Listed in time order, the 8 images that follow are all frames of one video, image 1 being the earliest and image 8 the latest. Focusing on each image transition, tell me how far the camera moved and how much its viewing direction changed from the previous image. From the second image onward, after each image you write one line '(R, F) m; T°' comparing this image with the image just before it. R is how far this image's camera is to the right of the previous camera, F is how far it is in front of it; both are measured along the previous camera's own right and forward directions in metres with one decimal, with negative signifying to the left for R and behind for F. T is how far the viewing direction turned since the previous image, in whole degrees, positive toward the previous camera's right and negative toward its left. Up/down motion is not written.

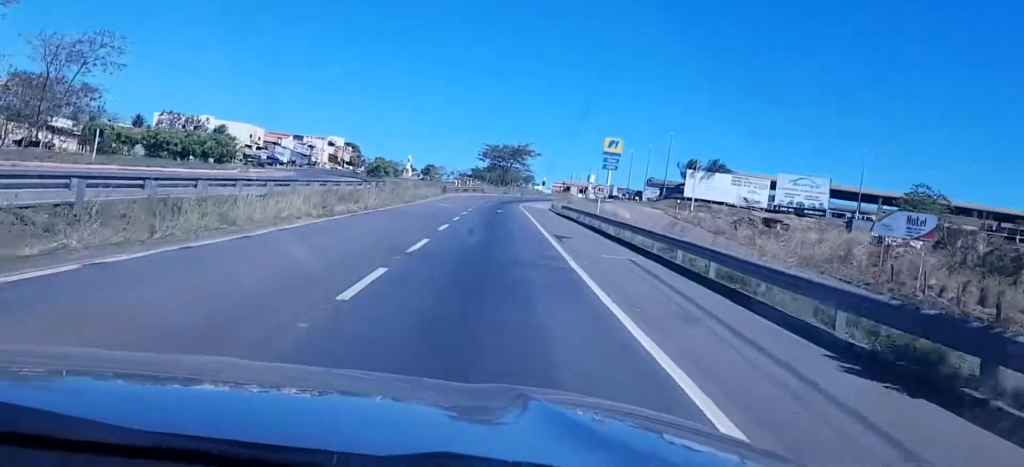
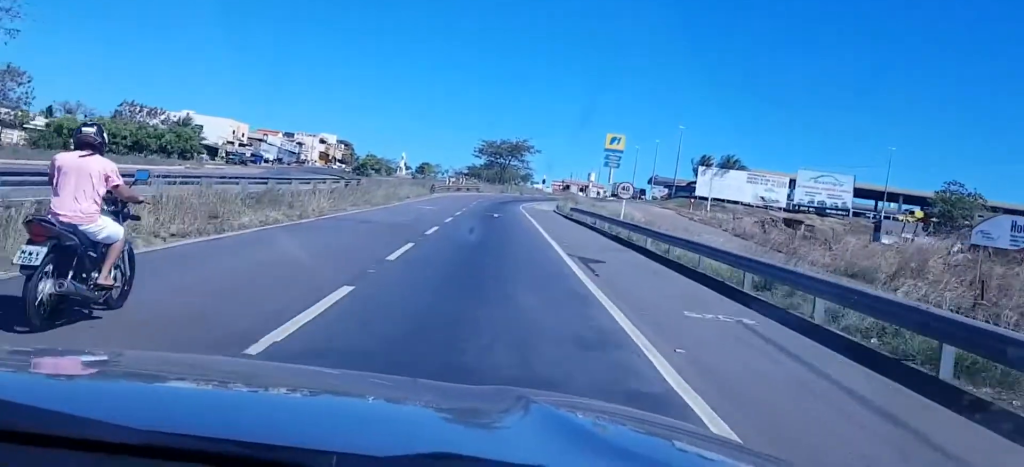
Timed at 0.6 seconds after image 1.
(0.0, +11.3) m; 0°
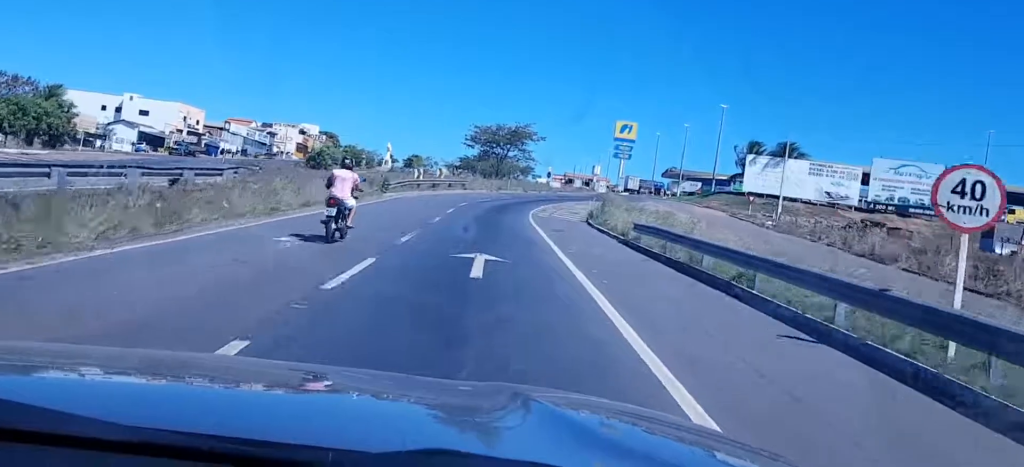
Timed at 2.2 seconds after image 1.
(+0.2, +28.8) m; -1°
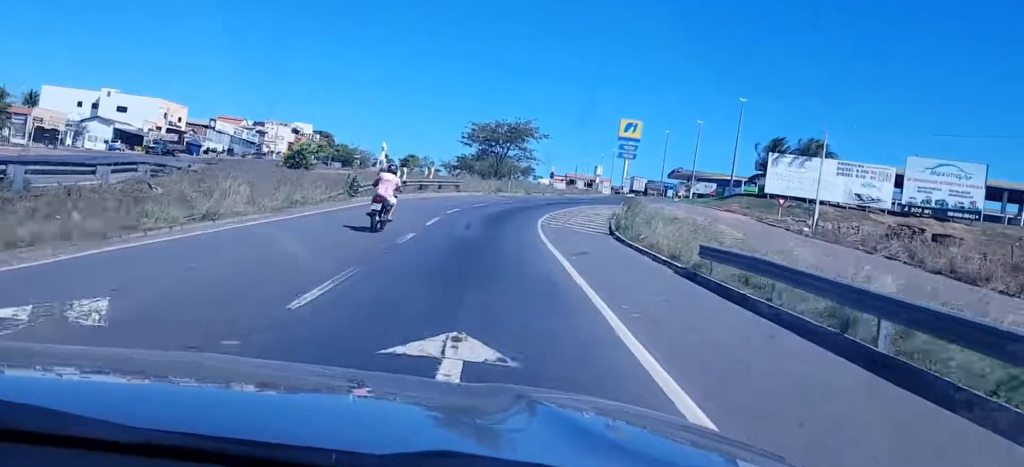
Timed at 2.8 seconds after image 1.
(0.0, +9.6) m; -1°
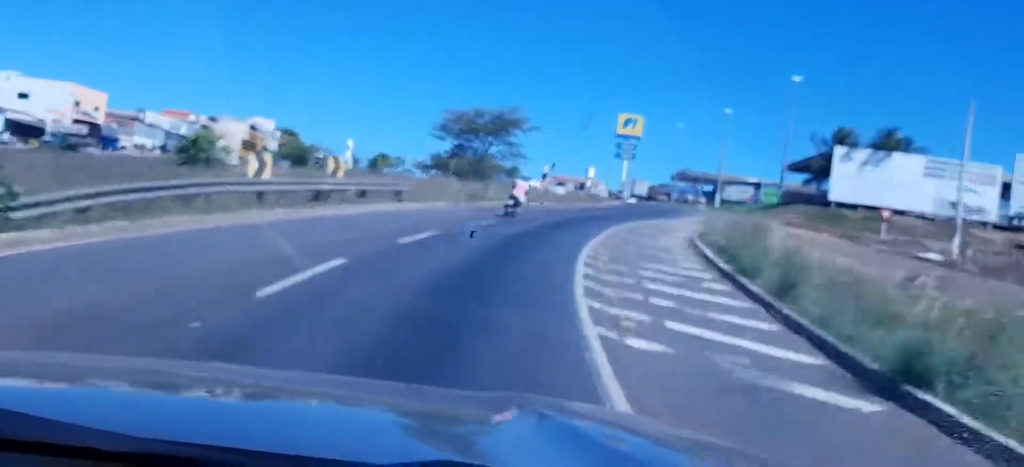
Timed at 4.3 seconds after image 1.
(-0.1, +23.9) m; +1°
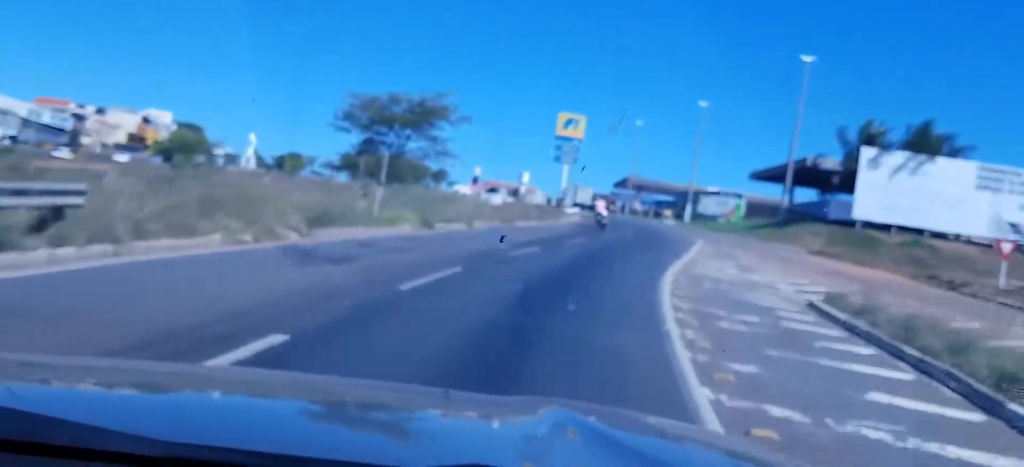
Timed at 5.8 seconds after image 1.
(+0.5, +22.9) m; +5°
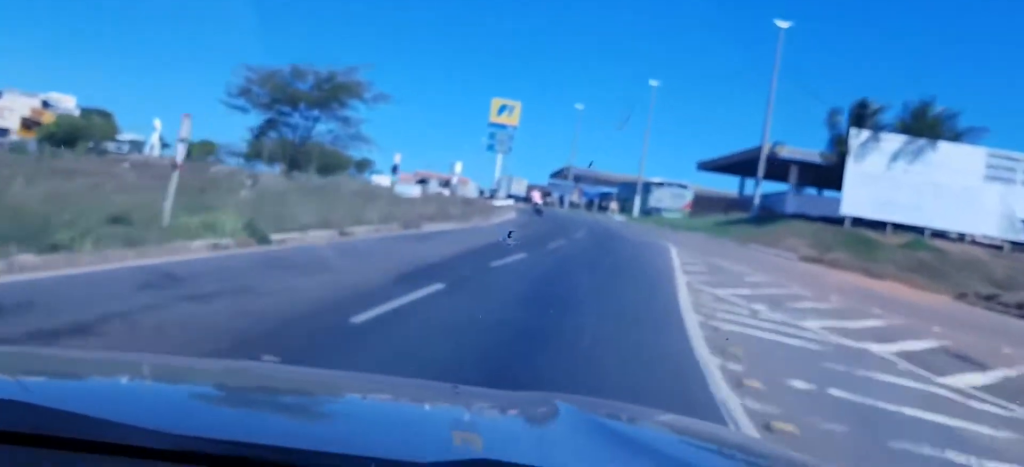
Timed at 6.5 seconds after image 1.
(+0.8, +11.5) m; +4°
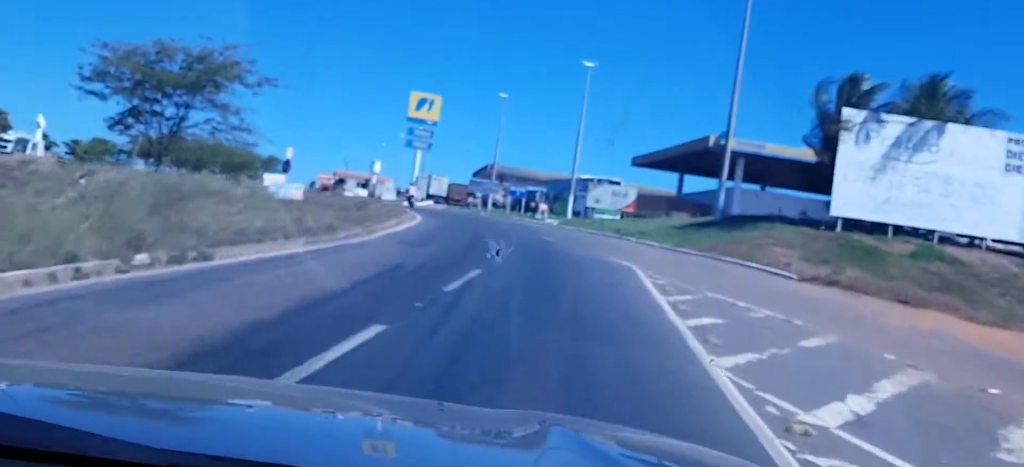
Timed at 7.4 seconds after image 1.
(+0.3, +12.3) m; +2°
